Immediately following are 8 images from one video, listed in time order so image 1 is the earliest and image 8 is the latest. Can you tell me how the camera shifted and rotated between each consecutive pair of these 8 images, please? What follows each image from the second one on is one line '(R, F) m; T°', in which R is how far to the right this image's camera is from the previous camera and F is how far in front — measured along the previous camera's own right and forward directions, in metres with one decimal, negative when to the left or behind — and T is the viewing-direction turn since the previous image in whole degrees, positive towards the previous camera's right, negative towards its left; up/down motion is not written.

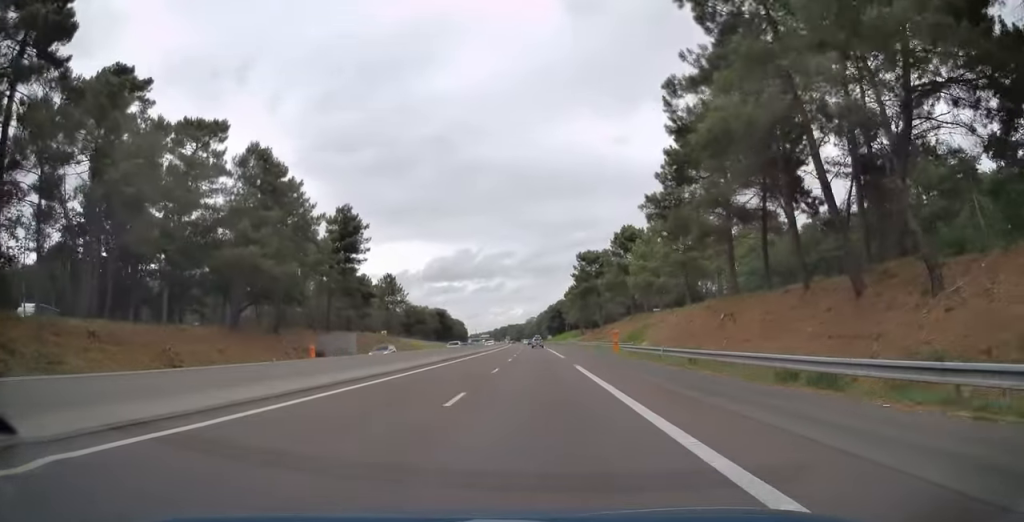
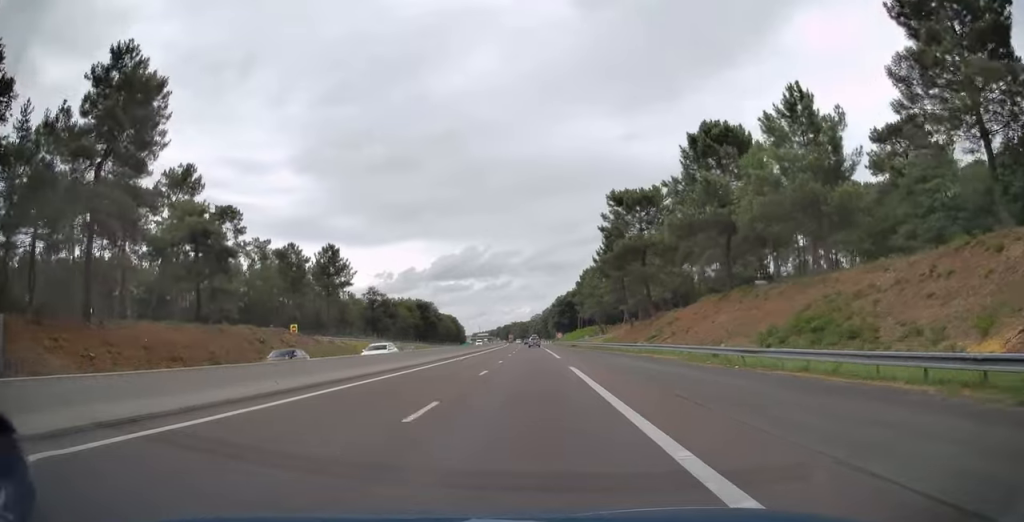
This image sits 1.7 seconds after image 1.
(-0.3, +54.2) m; -1°
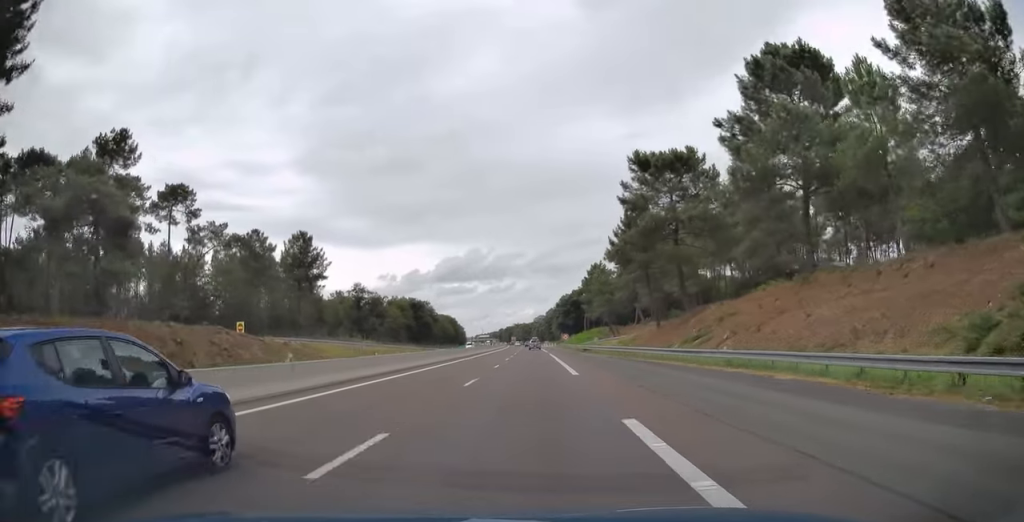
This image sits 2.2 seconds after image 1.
(0.0, +17.1) m; 0°
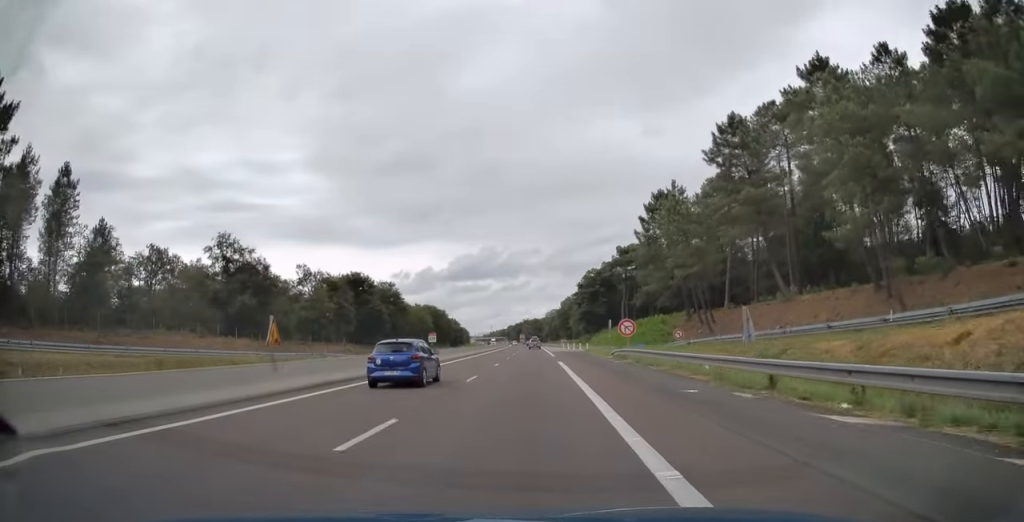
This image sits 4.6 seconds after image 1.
(-1.1, +76.1) m; -2°
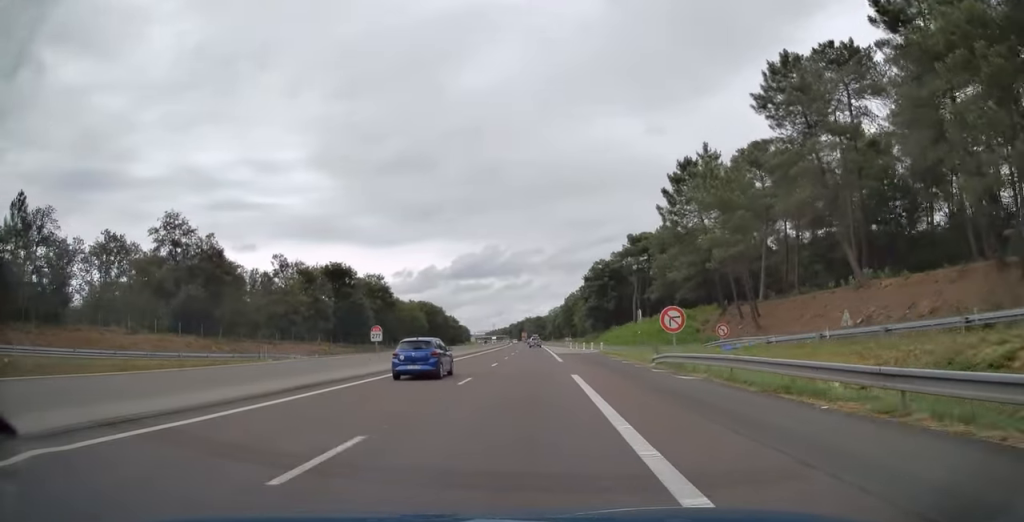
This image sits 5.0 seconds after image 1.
(0.0, +15.0) m; 0°
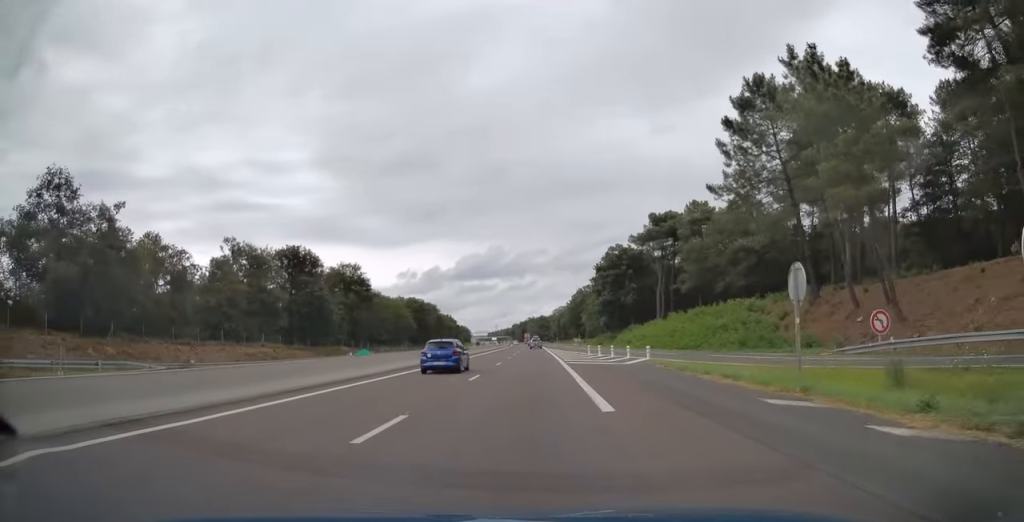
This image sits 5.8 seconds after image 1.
(-0.1, +23.7) m; 0°
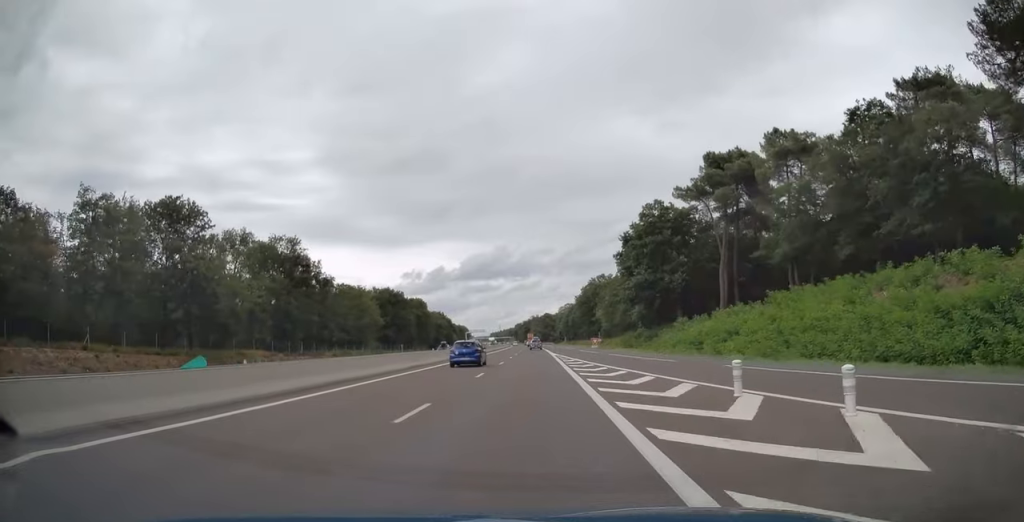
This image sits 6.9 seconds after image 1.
(-0.2, +37.2) m; 0°
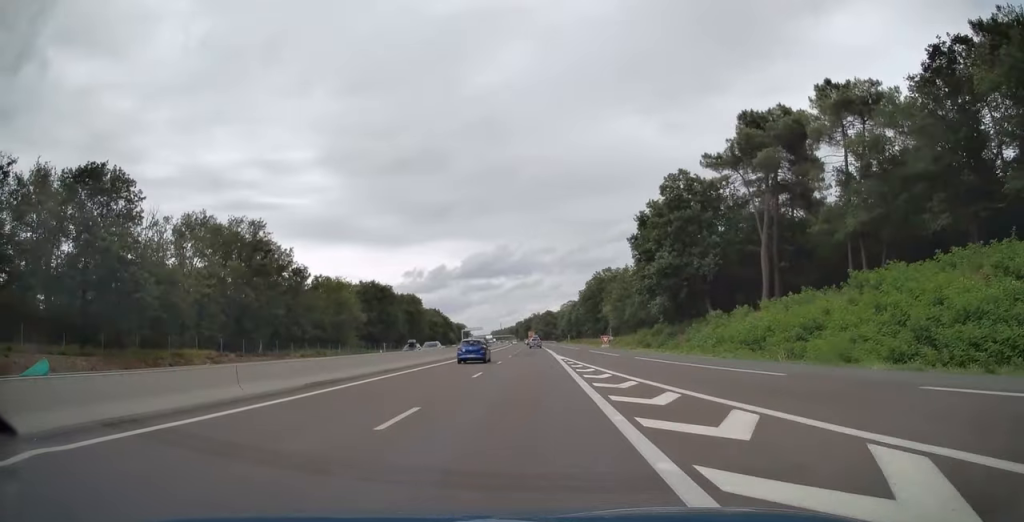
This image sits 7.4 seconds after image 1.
(0.0, +14.0) m; 0°
